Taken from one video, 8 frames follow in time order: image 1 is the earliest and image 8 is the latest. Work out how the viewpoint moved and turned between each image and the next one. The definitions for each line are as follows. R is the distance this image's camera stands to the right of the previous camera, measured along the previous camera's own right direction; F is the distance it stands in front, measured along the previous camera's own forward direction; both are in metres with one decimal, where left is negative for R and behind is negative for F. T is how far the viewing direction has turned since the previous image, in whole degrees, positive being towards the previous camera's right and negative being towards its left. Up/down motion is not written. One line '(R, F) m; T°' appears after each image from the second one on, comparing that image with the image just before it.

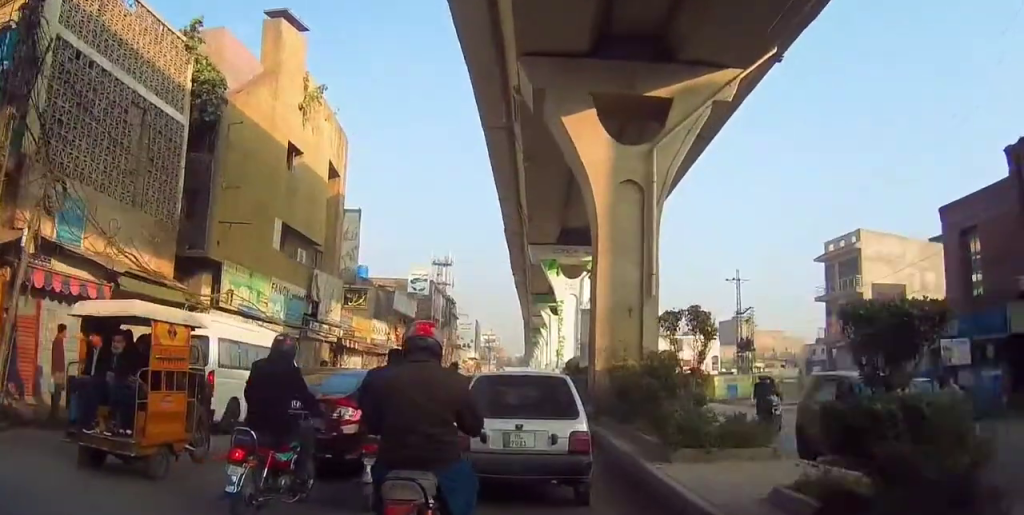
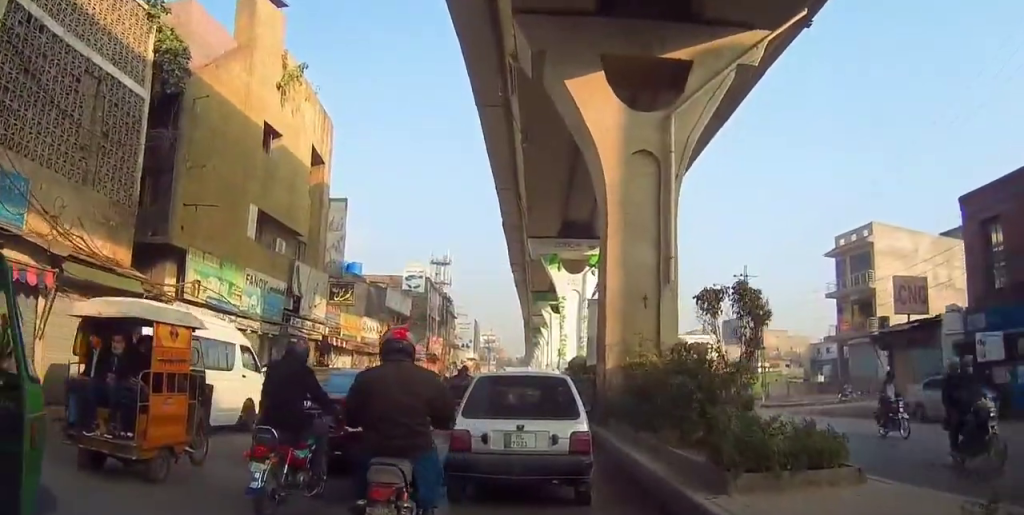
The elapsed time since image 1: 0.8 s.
(0.0, +1.8) m; 0°
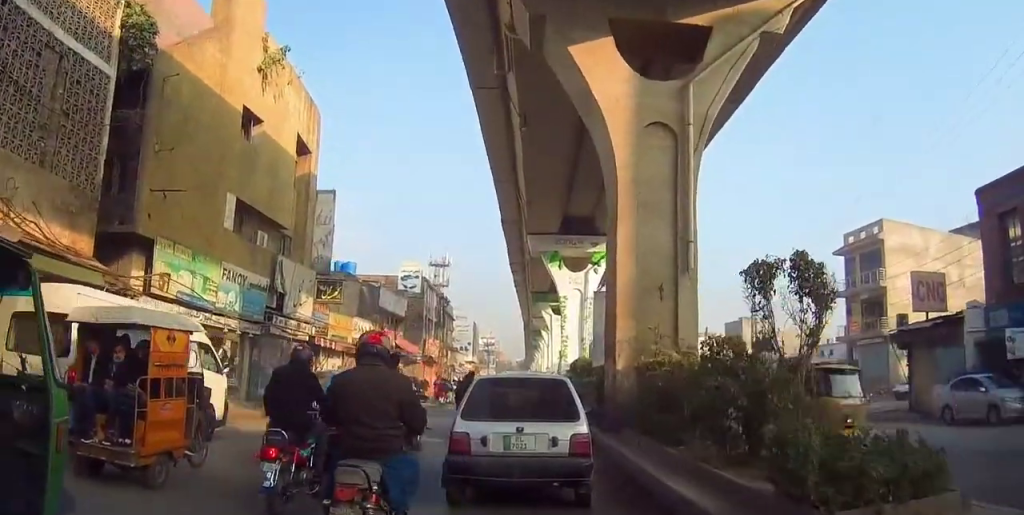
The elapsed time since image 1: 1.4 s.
(0.0, +1.7) m; 0°
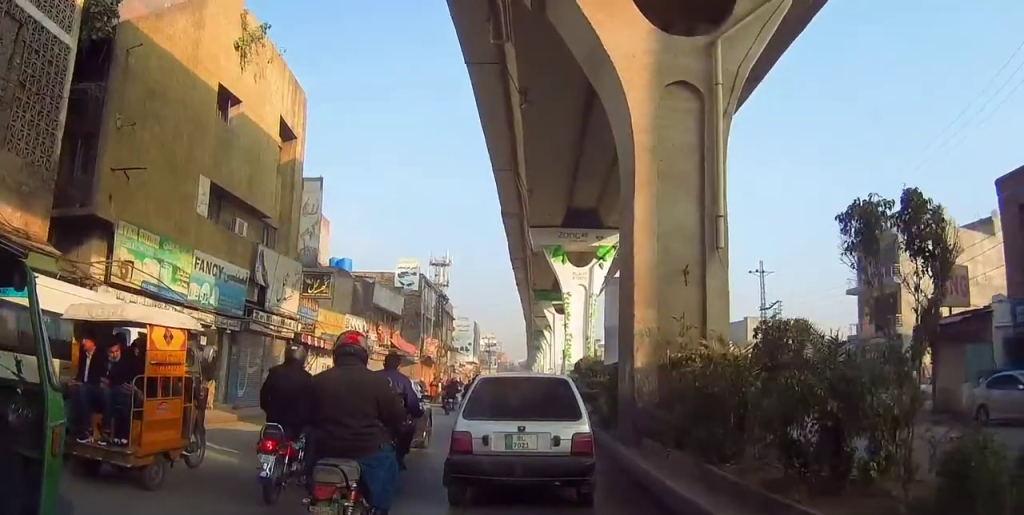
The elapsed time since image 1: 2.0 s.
(0.0, +2.1) m; 0°
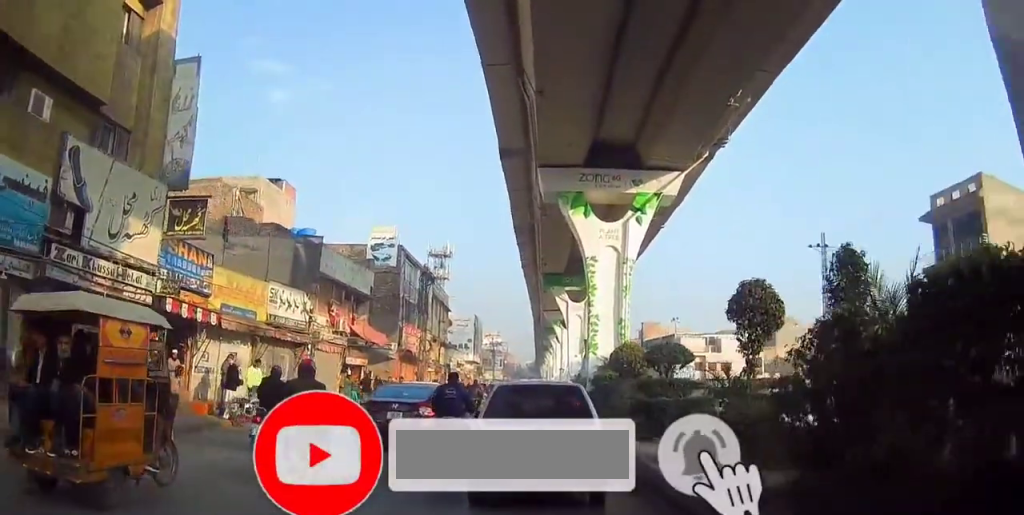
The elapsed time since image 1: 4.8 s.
(0.0, +11.0) m; 0°
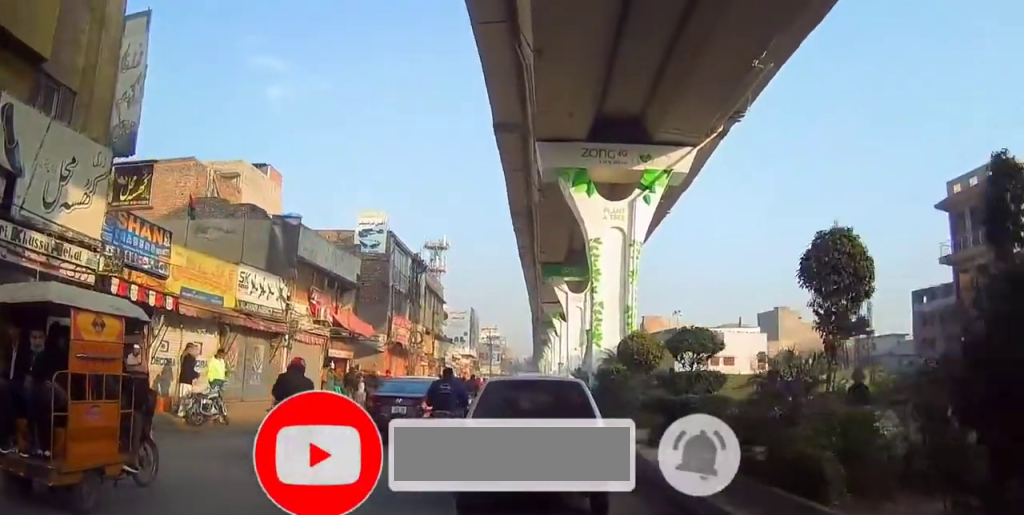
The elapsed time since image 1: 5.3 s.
(0.0, +2.0) m; 0°
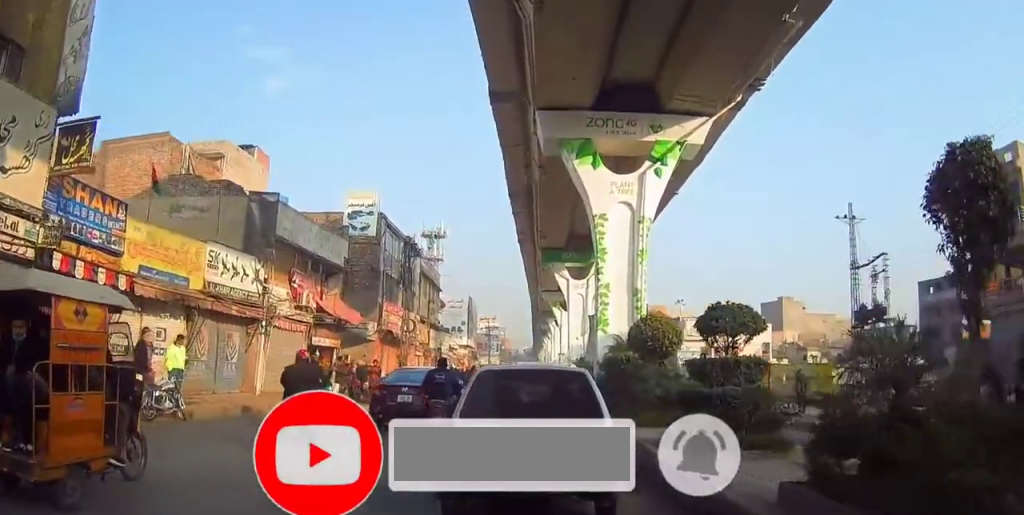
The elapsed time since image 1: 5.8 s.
(0.0, +1.8) m; 0°
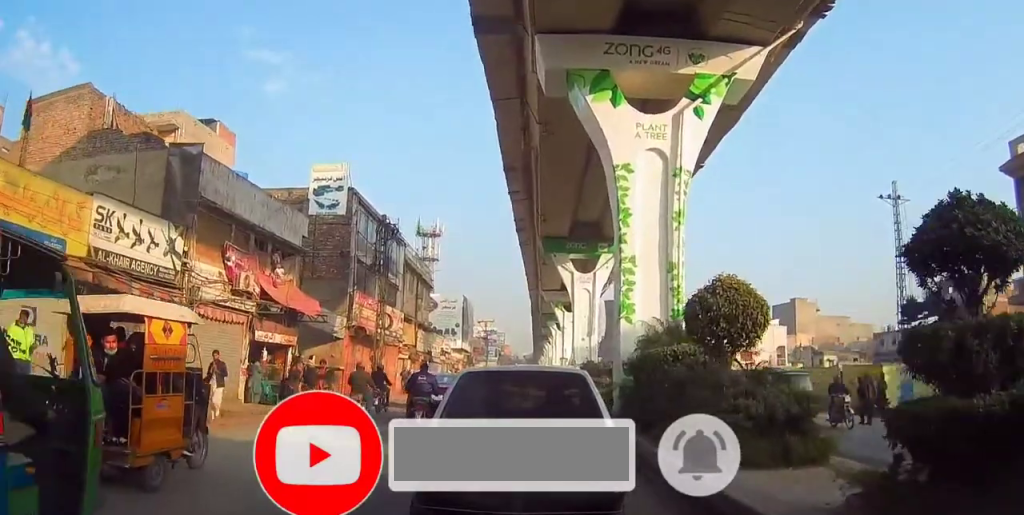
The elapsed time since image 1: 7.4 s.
(0.0, +5.5) m; 0°
